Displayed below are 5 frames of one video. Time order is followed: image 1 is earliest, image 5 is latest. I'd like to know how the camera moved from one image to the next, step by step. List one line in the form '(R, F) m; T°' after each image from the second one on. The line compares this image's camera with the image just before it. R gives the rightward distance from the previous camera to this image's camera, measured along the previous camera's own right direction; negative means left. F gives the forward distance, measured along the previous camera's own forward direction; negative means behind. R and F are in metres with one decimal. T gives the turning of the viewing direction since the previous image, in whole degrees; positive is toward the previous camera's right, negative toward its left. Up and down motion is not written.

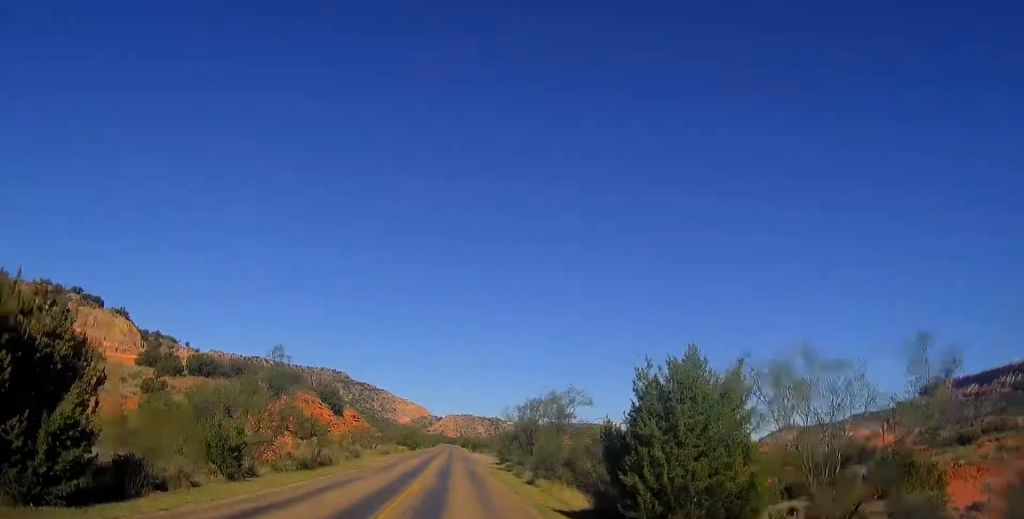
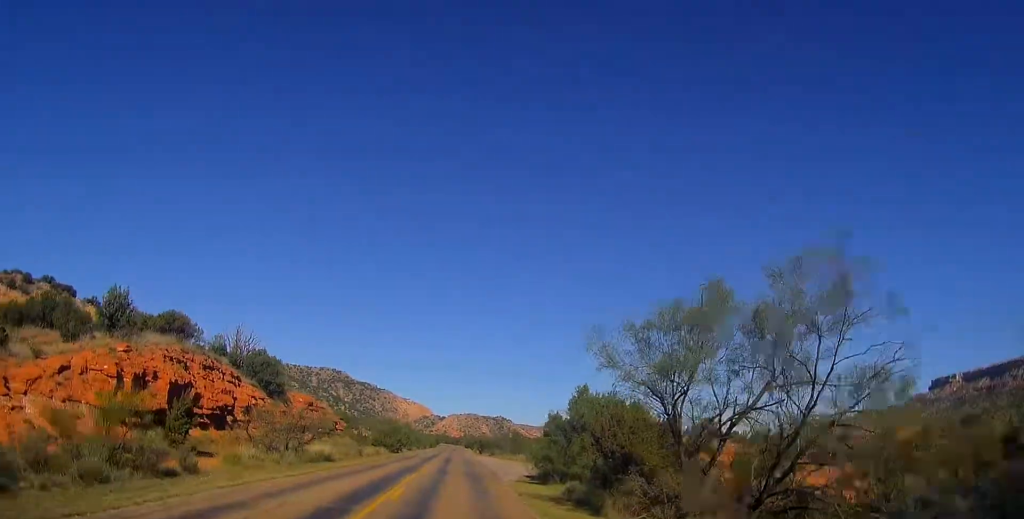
(+0.2, +29.8) m; +1°
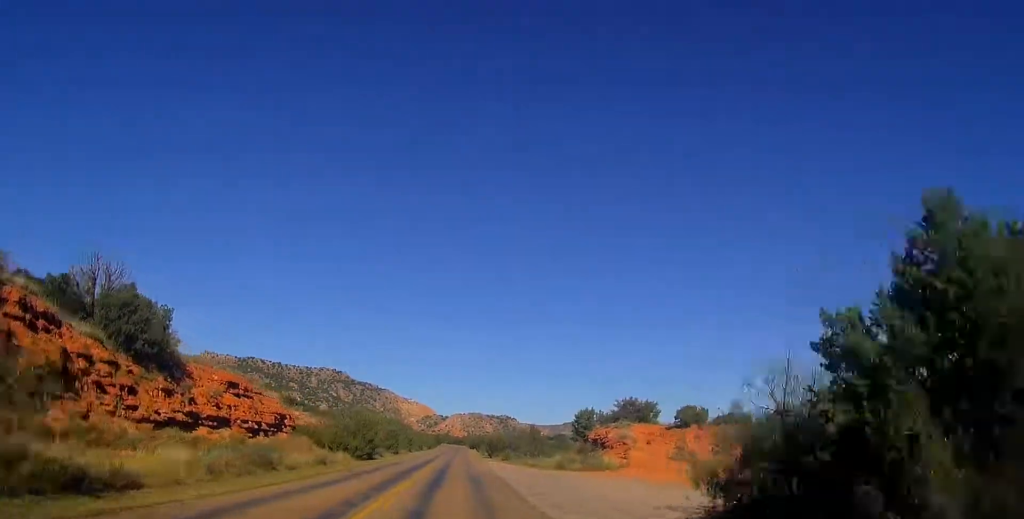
(+0.1, +23.1) m; 0°
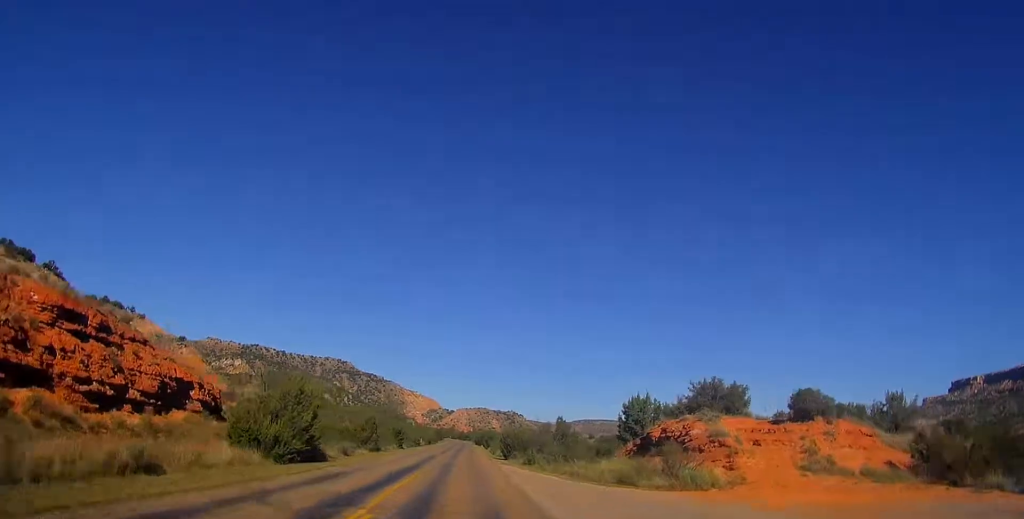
(-0.2, +19.9) m; 0°
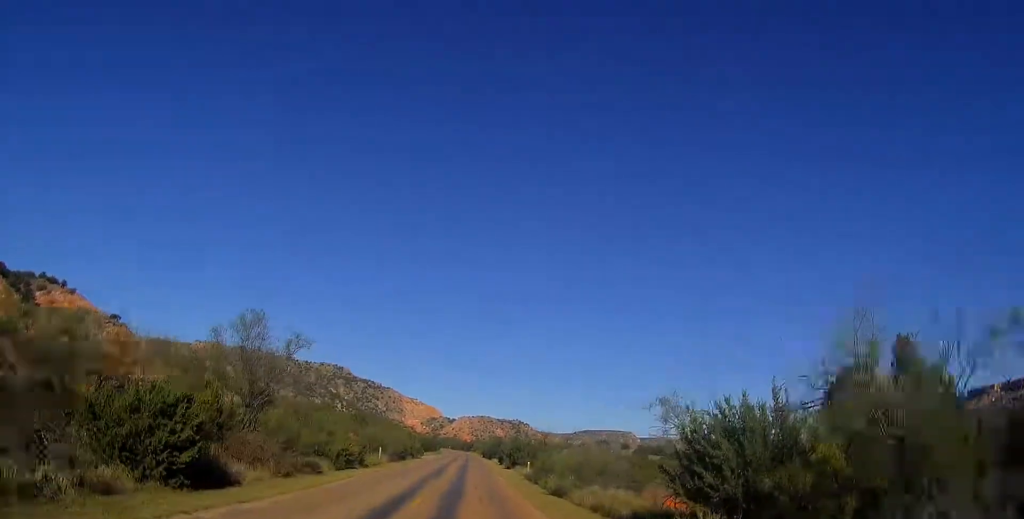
(-0.1, +54.1) m; -2°
